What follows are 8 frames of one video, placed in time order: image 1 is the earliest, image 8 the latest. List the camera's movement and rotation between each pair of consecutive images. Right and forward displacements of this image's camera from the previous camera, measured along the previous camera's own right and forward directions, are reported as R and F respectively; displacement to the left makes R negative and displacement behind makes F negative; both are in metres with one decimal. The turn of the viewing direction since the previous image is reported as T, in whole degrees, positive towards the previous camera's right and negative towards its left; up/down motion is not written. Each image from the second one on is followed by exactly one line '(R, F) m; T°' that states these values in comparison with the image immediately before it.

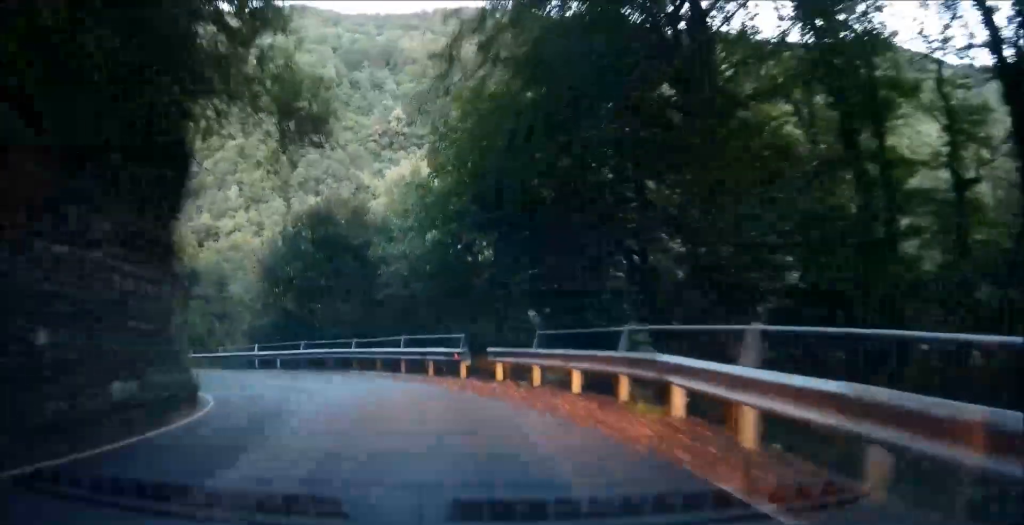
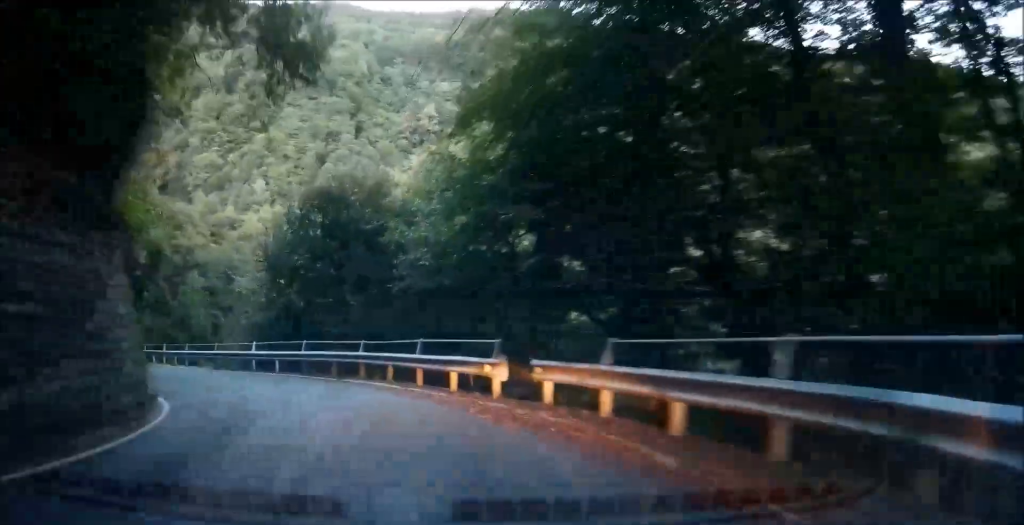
(-0.1, +3.8) m; -2°
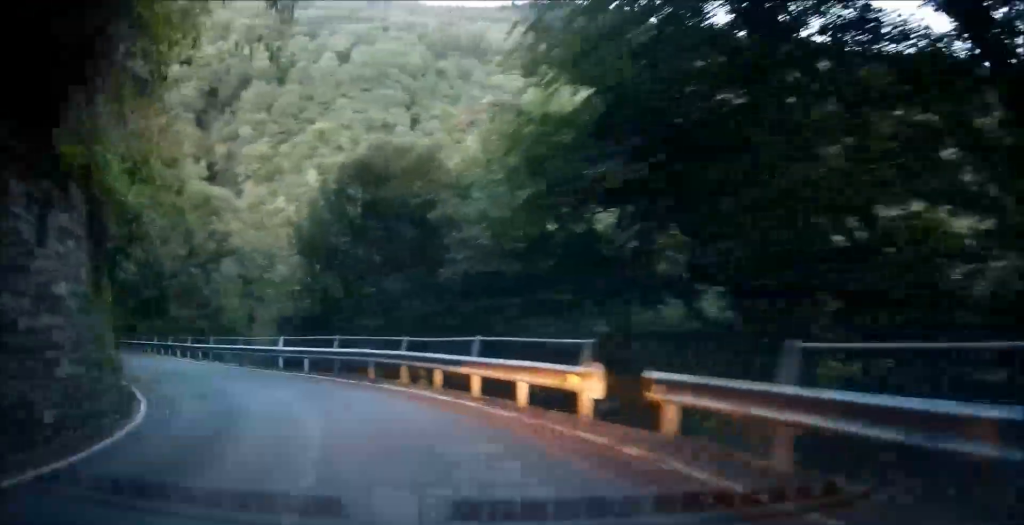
(0.0, +3.5) m; -1°
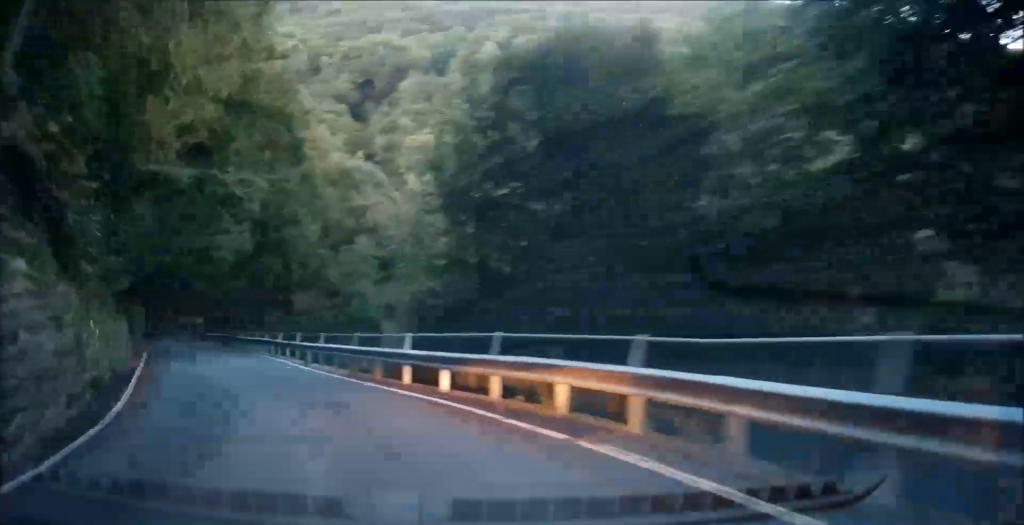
(-0.1, +7.9) m; -9°
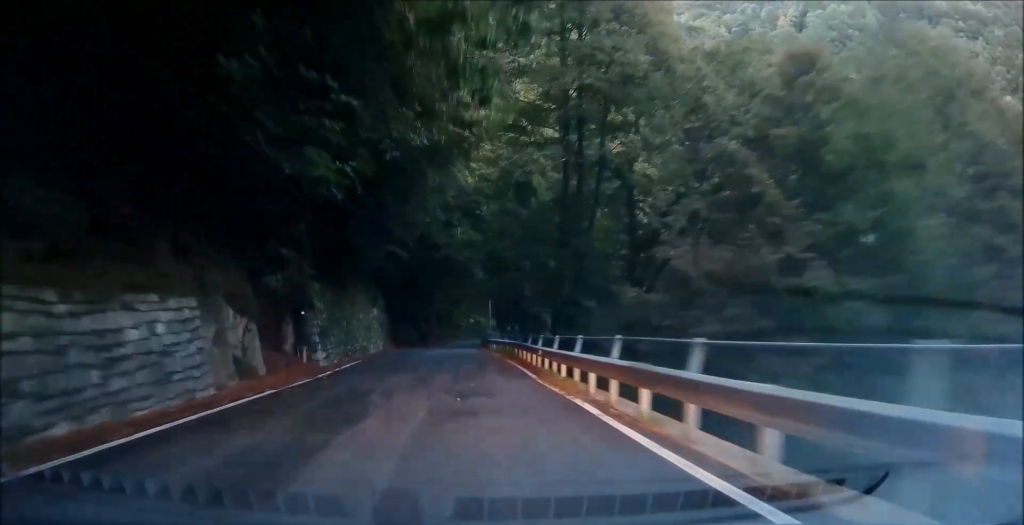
(-4.7, +18.1) m; -22°
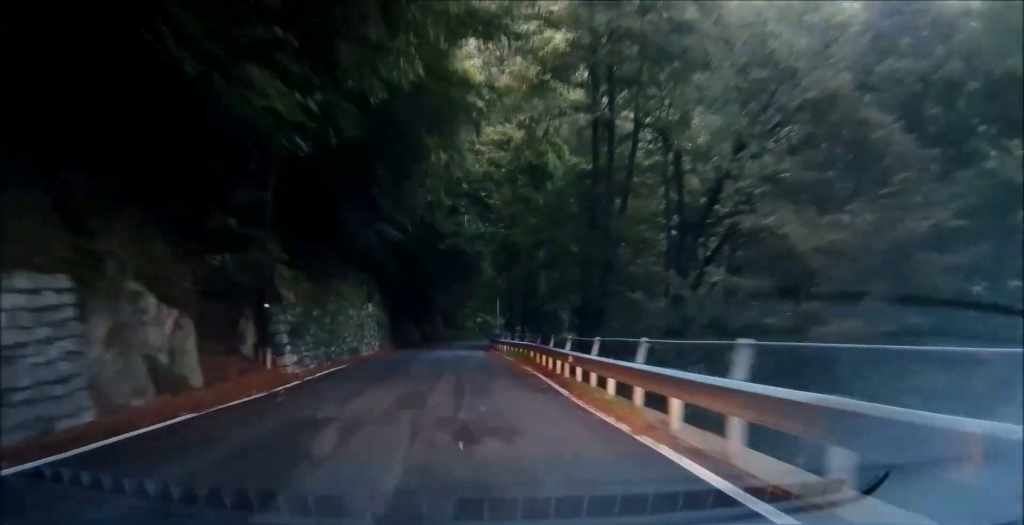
(-0.1, +4.0) m; -4°
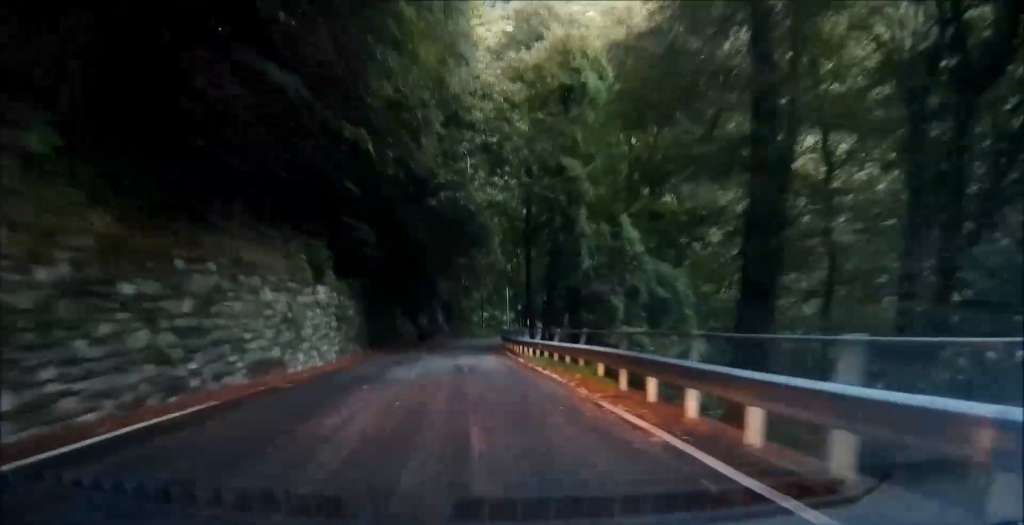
(-1.1, +11.3) m; -8°
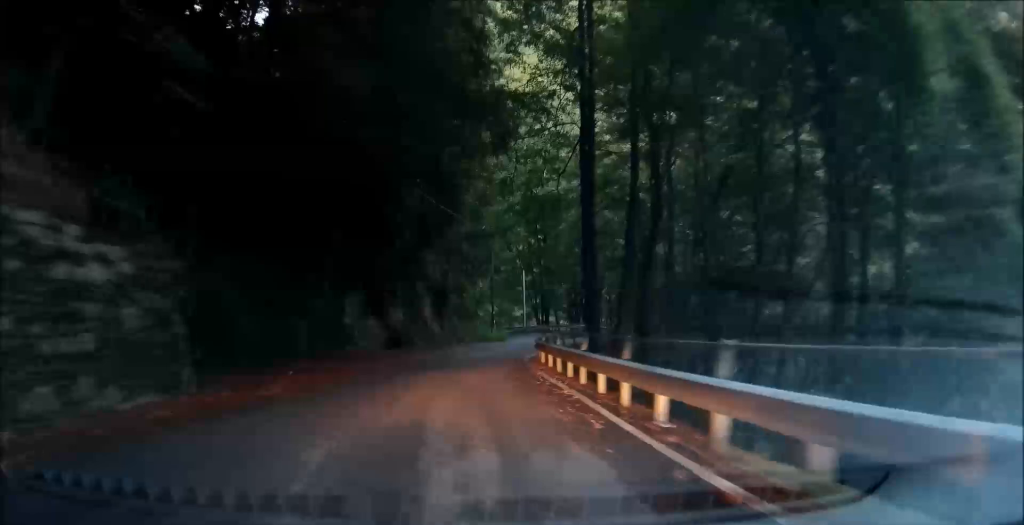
(-0.2, +20.2) m; +2°
